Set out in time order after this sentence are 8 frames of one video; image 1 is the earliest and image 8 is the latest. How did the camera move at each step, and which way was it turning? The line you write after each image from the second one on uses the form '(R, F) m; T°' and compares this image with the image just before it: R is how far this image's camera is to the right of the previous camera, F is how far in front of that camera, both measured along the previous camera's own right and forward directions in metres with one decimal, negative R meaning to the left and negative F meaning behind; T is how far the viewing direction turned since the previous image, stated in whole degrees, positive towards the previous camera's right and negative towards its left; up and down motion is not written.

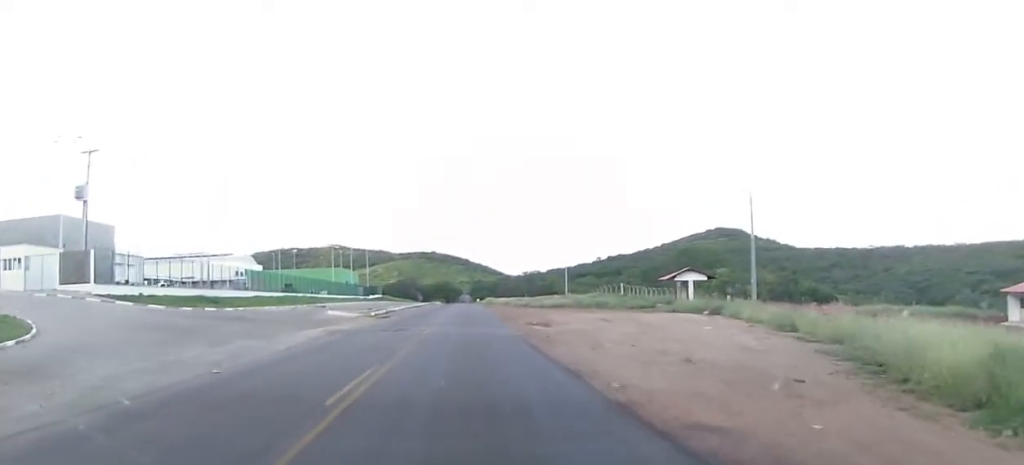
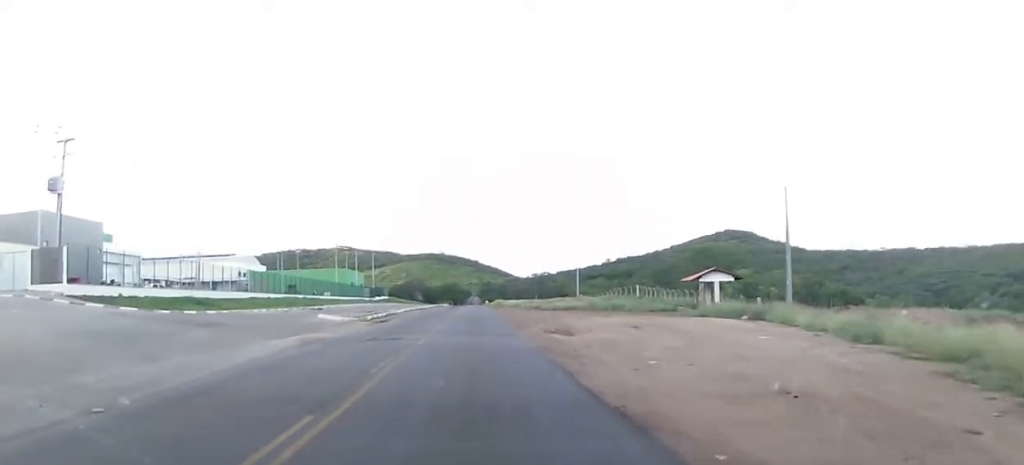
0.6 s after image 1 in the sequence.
(0.0, +4.4) m; -1°
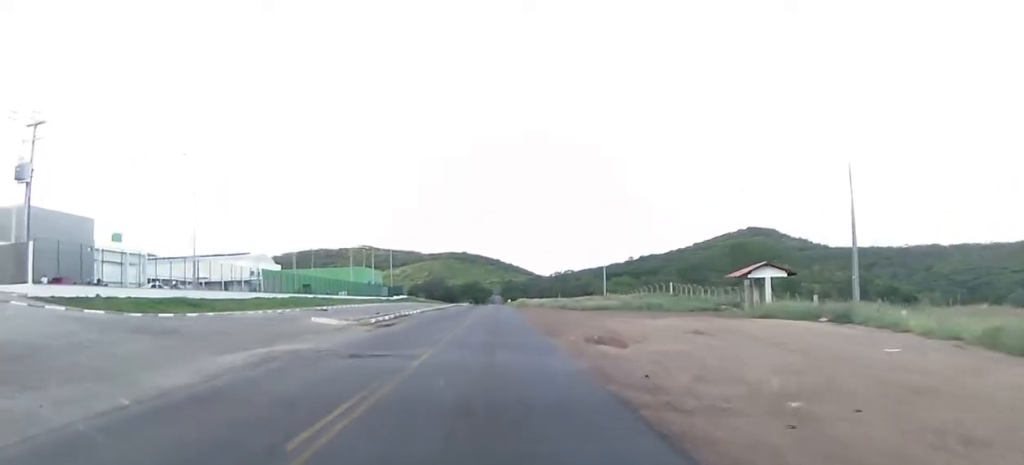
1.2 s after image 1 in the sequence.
(0.0, +5.6) m; -2°
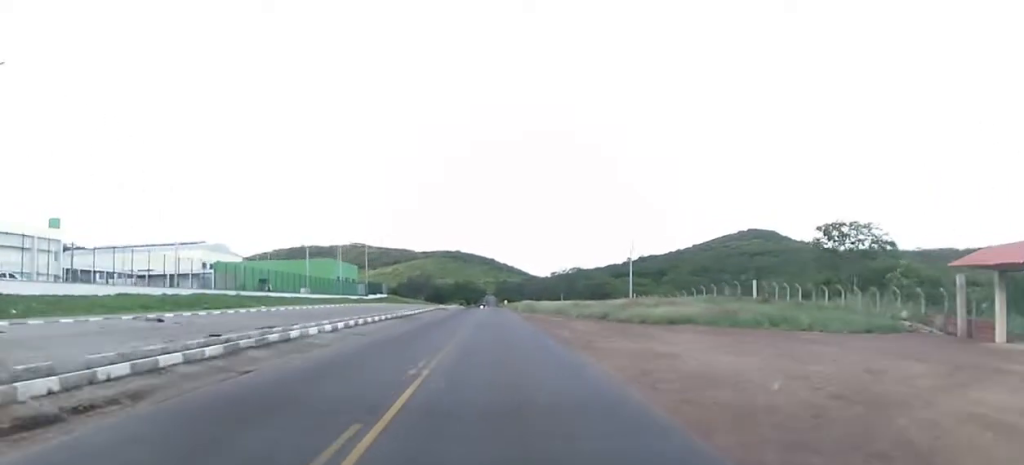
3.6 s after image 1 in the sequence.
(-0.7, +26.7) m; 0°
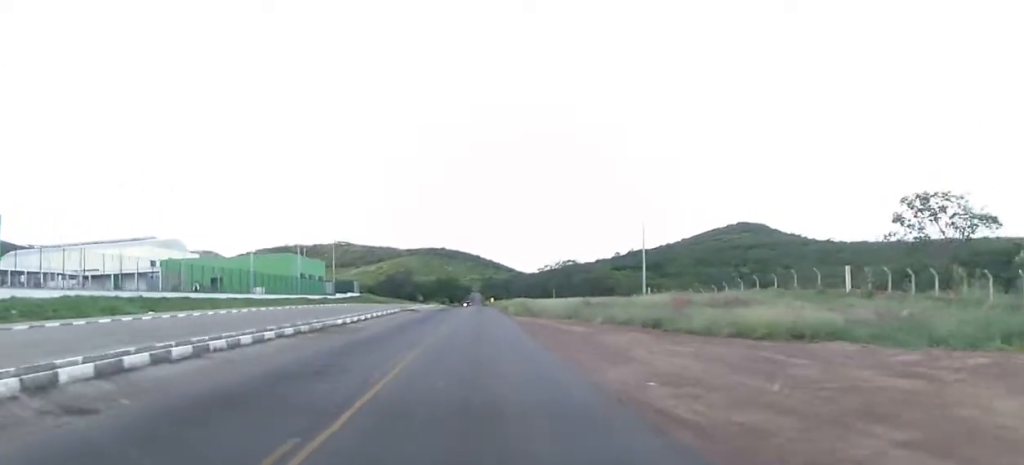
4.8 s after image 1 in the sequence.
(0.0, +16.5) m; +1°
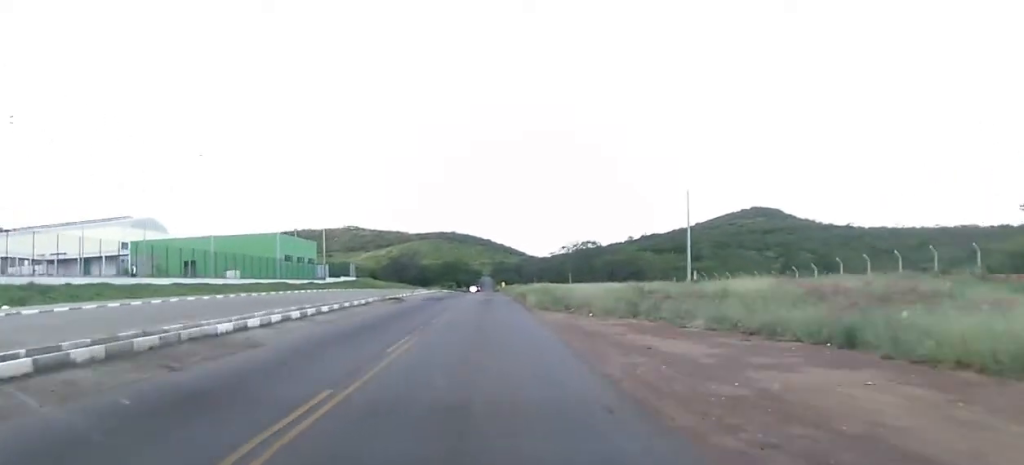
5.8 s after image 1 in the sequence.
(+0.3, +13.5) m; +1°
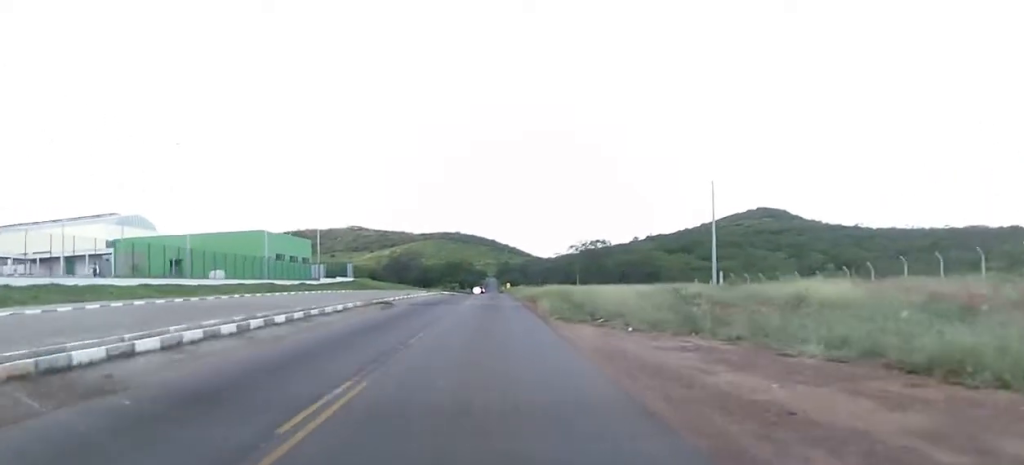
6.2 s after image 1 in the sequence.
(+0.3, +6.3) m; 0°
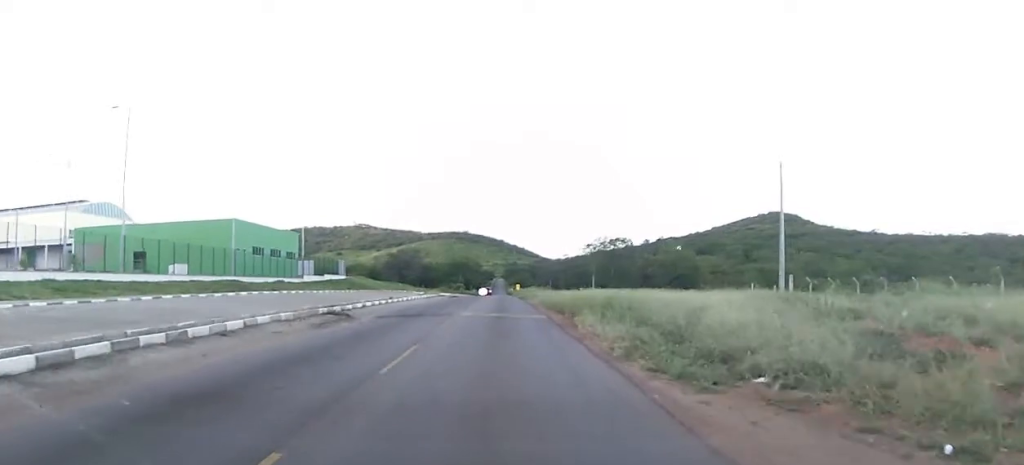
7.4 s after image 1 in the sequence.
(-0.6, +12.4) m; -1°
